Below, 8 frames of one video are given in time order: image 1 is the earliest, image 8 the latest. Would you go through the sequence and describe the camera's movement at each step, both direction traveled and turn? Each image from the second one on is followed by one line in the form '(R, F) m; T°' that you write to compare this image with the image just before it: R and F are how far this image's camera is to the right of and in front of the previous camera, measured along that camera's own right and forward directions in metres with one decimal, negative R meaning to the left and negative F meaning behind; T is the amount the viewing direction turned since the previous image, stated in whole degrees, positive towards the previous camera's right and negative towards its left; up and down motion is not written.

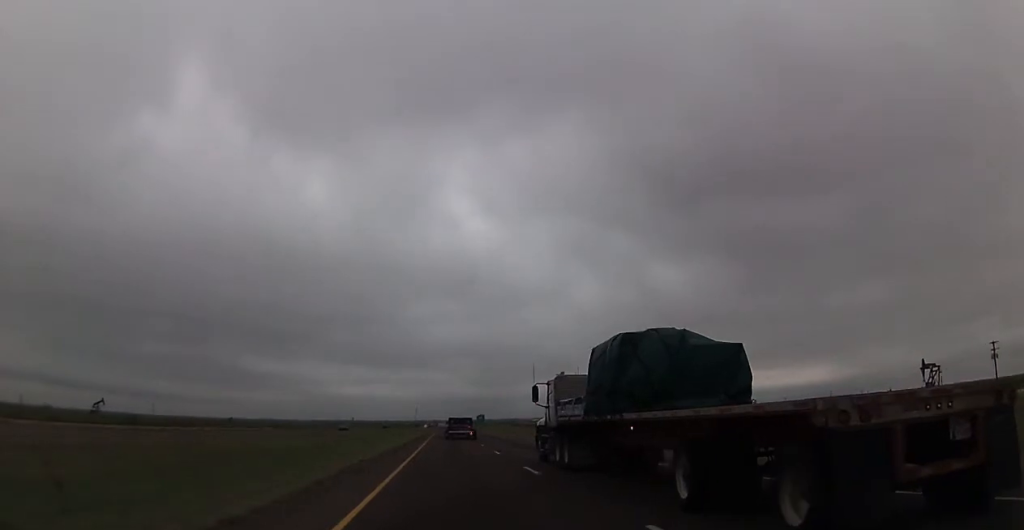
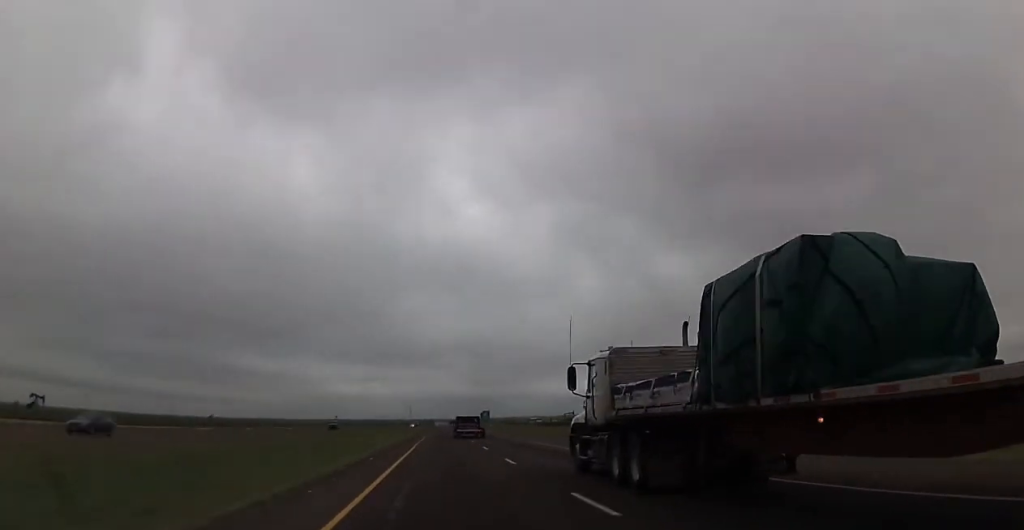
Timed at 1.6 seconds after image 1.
(-0.4, +57.3) m; -1°
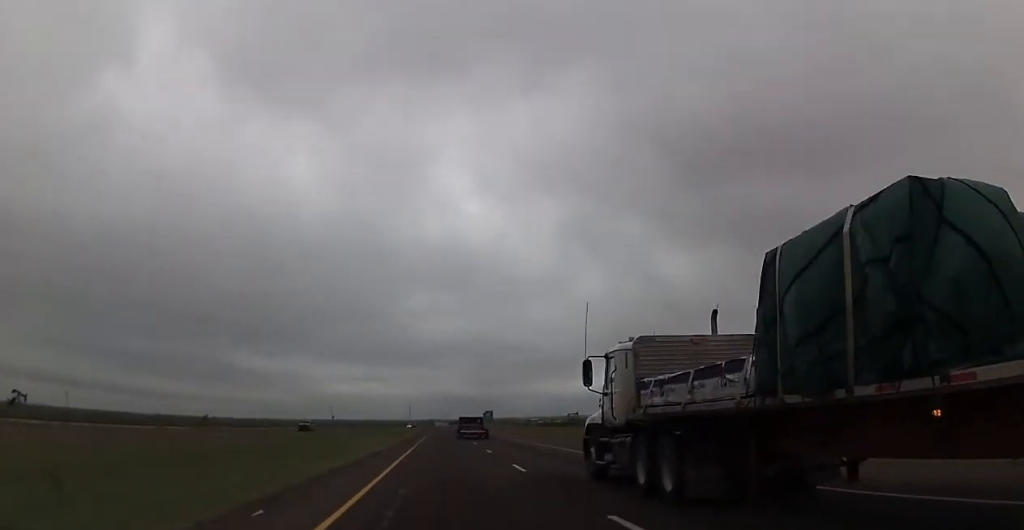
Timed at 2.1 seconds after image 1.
(+0.1, +15.2) m; 0°
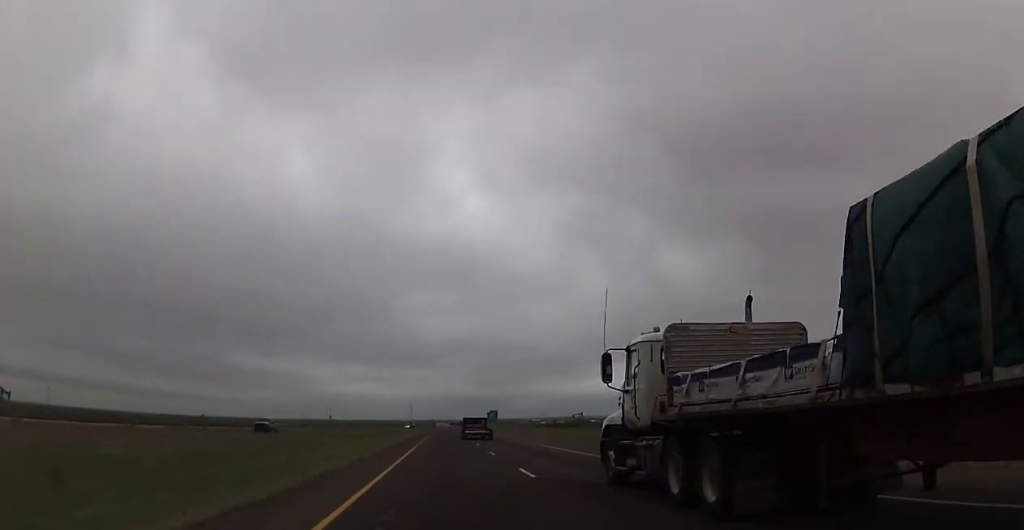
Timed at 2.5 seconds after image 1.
(0.0, +14.1) m; 0°
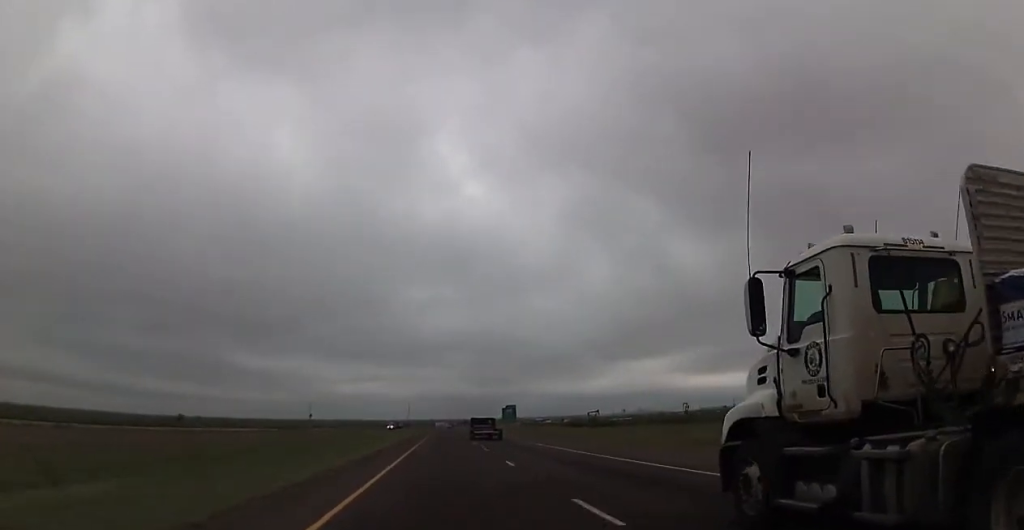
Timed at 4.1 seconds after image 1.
(+0.2, +57.3) m; 0°
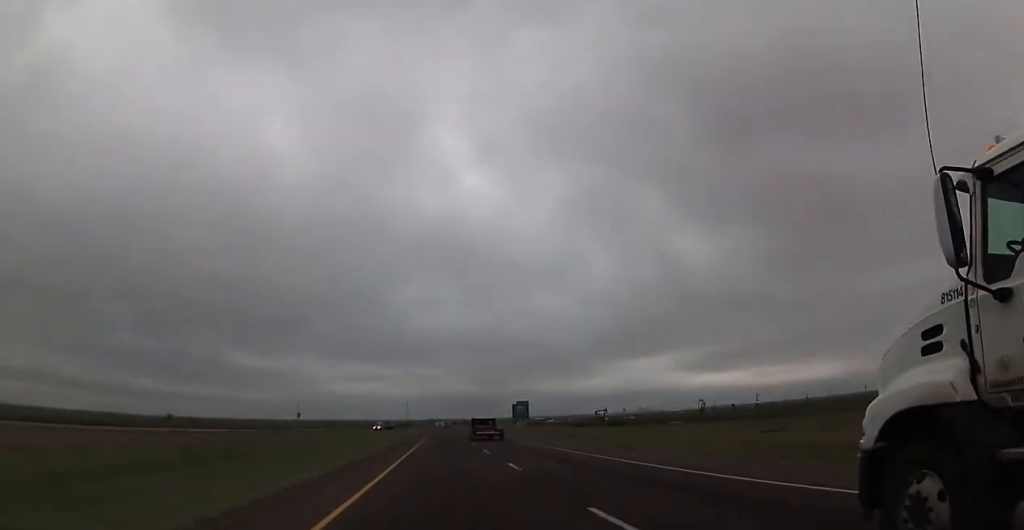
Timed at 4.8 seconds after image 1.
(0.0, +25.7) m; 0°
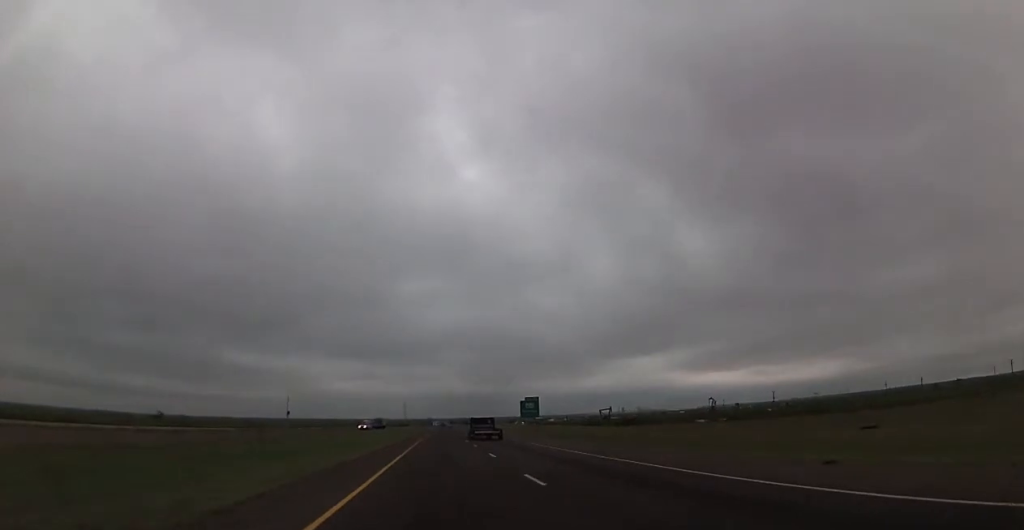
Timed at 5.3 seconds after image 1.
(-0.1, +17.6) m; 0°
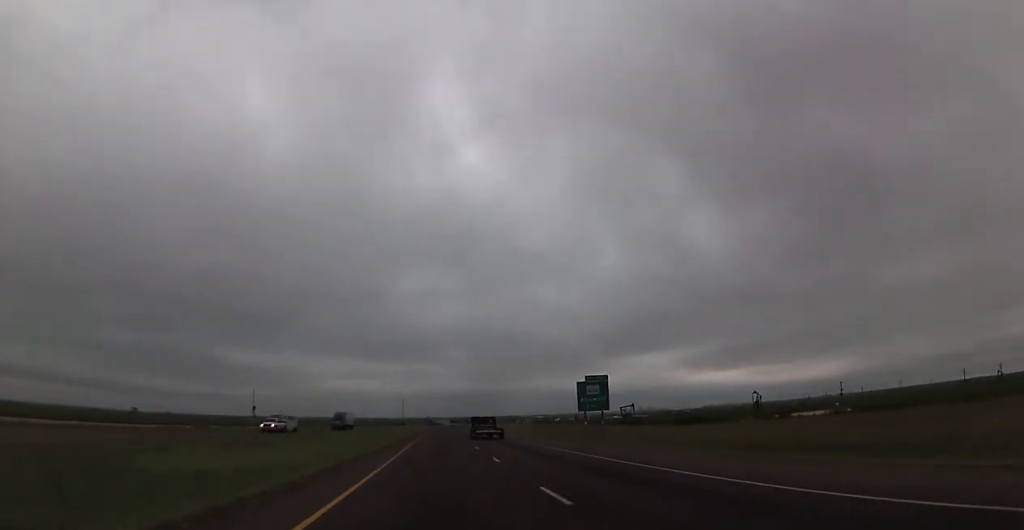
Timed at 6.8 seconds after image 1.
(-0.3, +52.6) m; 0°
